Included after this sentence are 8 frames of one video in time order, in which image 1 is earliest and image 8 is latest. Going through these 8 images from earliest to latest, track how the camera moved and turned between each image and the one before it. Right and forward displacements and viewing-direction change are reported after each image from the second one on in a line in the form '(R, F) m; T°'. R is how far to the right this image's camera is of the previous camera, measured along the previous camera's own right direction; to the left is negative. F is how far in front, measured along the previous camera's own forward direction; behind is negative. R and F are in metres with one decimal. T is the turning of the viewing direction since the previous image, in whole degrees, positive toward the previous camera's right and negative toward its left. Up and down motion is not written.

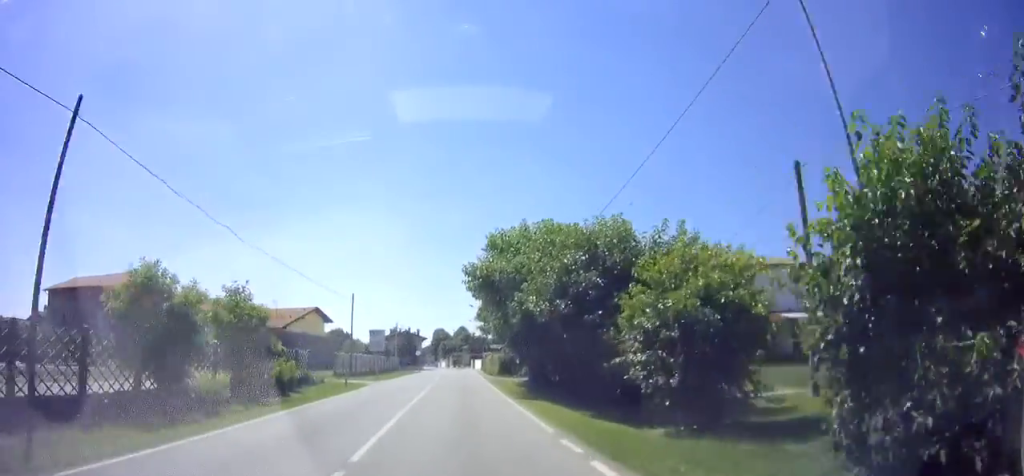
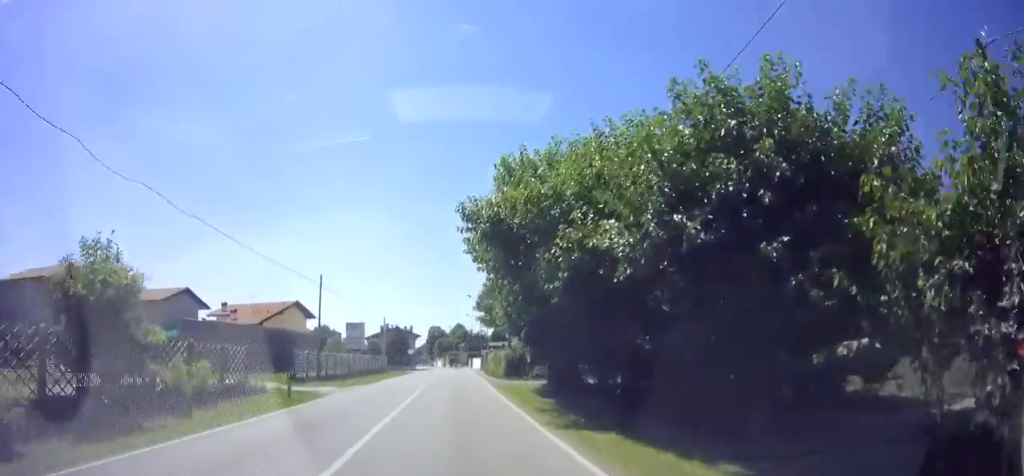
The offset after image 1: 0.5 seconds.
(+0.2, +8.7) m; +1°
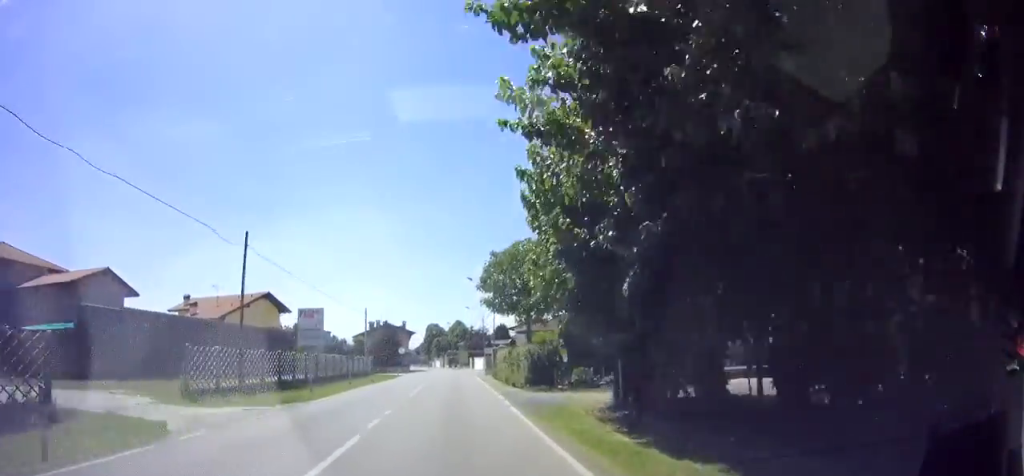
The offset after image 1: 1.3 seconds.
(+0.1, +11.9) m; +1°
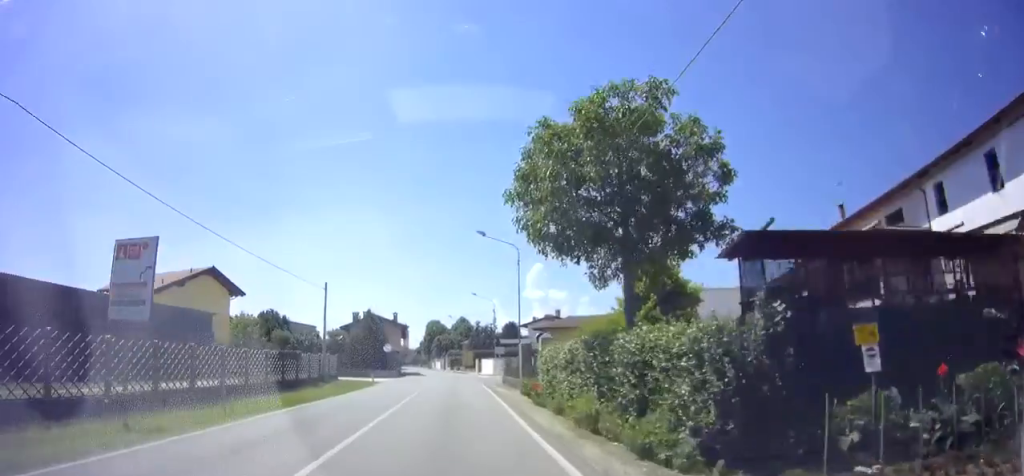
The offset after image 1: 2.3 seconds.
(0.0, +17.2) m; -1°
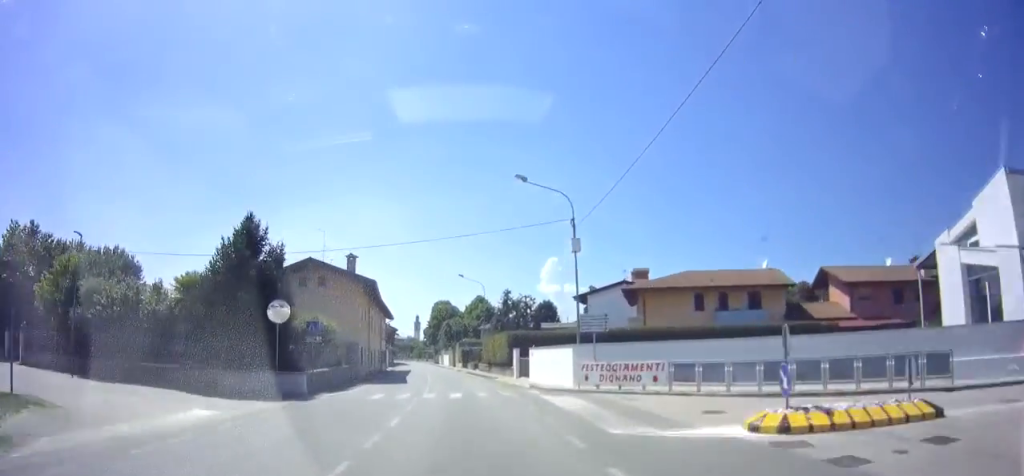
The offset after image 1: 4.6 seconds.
(-1.2, +35.6) m; -3°
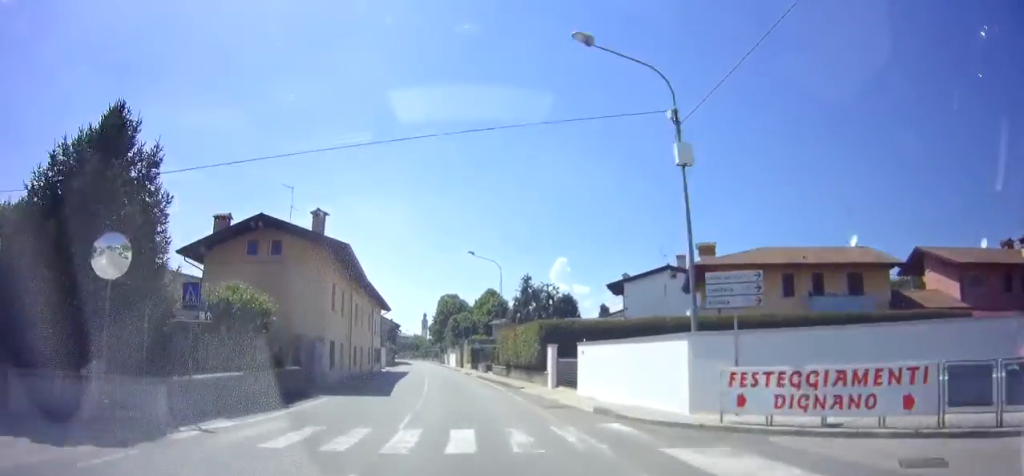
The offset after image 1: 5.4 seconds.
(0.0, +11.1) m; 0°
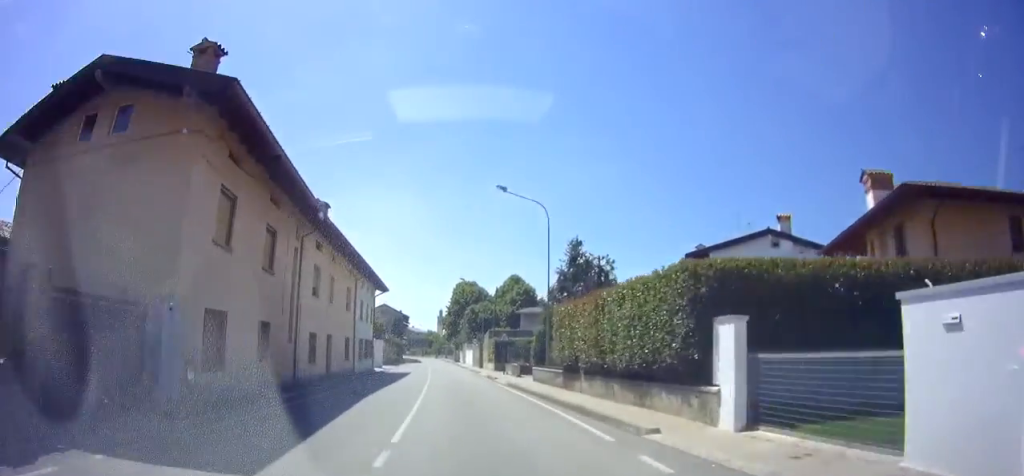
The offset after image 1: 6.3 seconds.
(0.0, +14.6) m; -1°
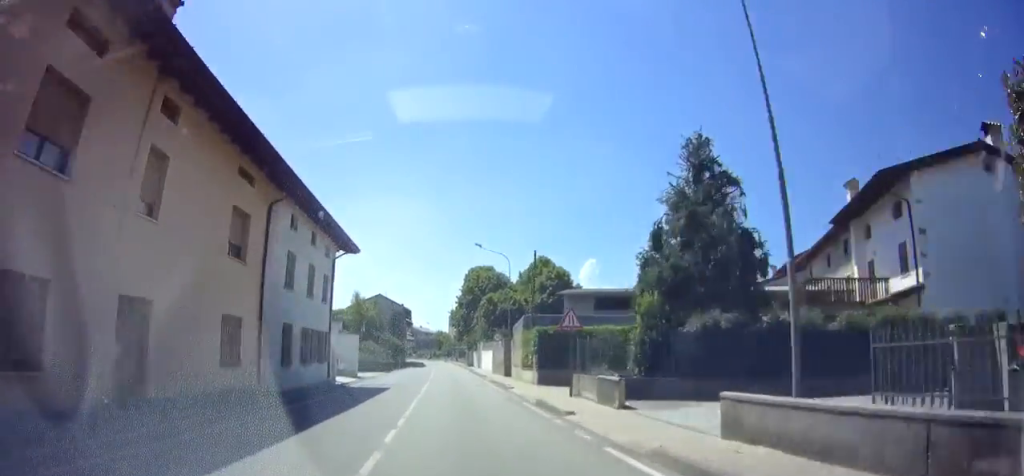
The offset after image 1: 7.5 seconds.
(-0.3, +17.5) m; -2°
